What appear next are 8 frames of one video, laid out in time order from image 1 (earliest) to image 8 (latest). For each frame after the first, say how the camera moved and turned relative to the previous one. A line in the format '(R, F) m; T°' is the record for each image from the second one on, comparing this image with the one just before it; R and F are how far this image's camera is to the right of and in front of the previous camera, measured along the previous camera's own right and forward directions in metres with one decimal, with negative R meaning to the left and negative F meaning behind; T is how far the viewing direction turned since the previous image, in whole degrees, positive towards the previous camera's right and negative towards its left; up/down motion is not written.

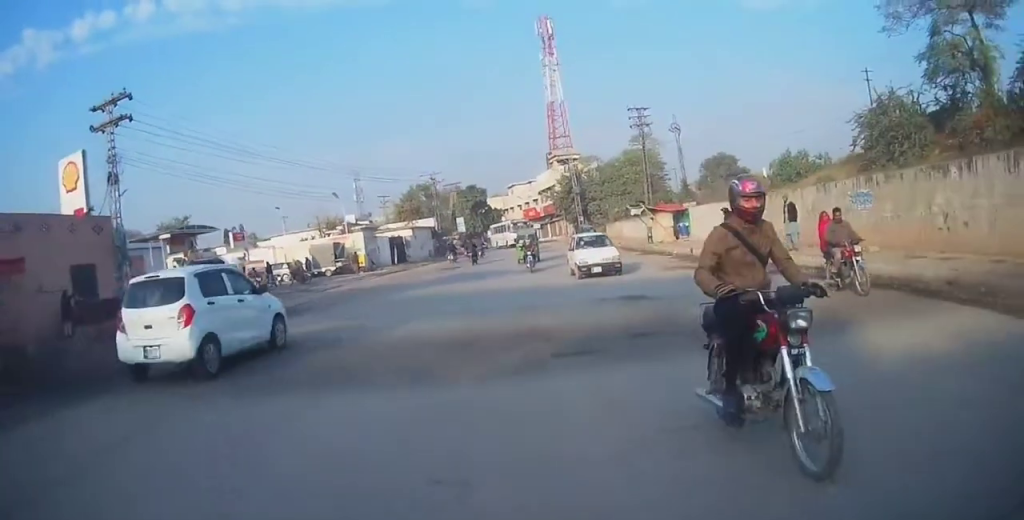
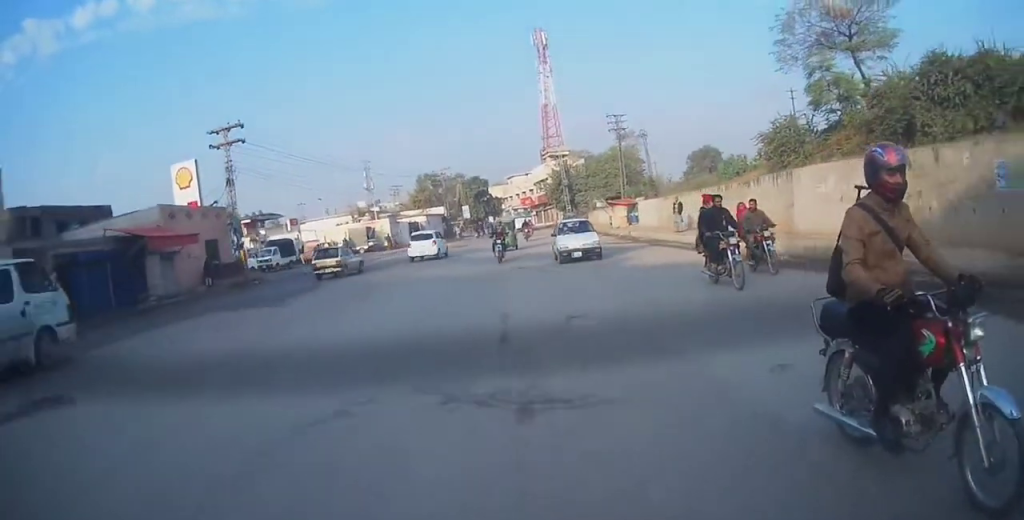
(-0.1, +12.6) m; -4°
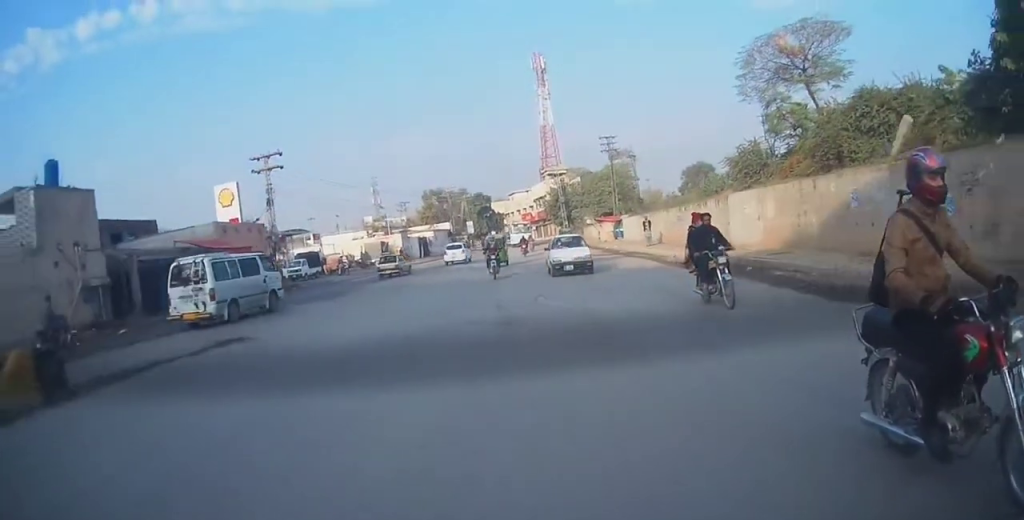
(-0.4, +6.0) m; -2°
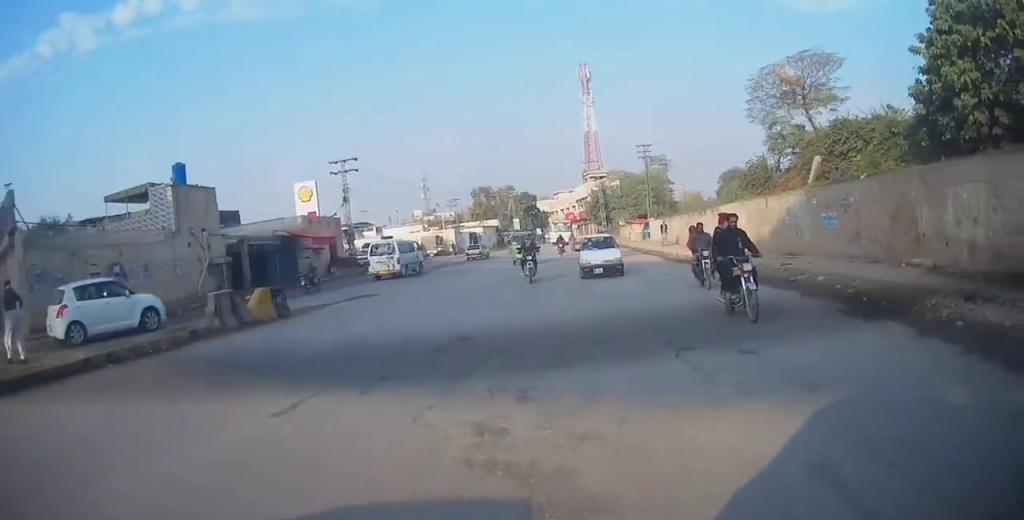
(+0.1, +7.1) m; -4°
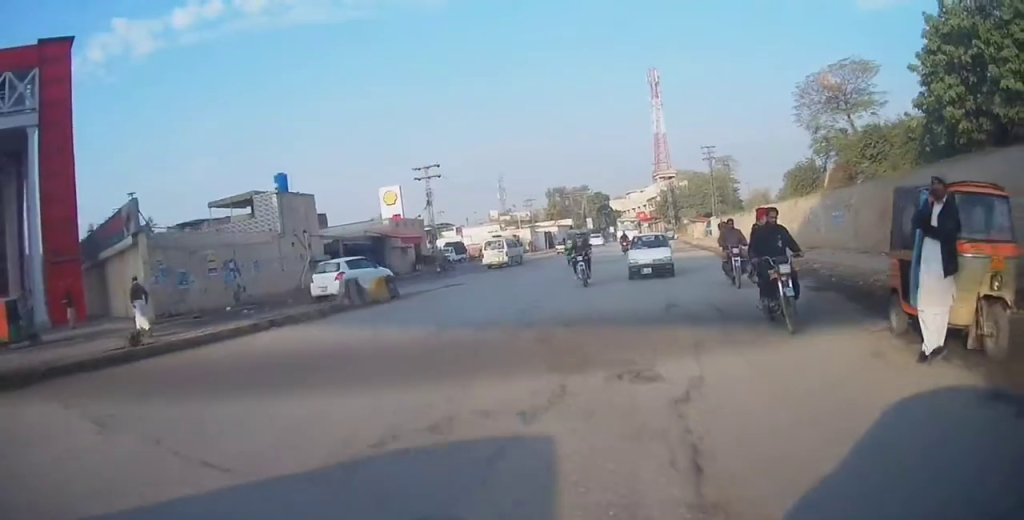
(-0.4, +3.9) m; -5°
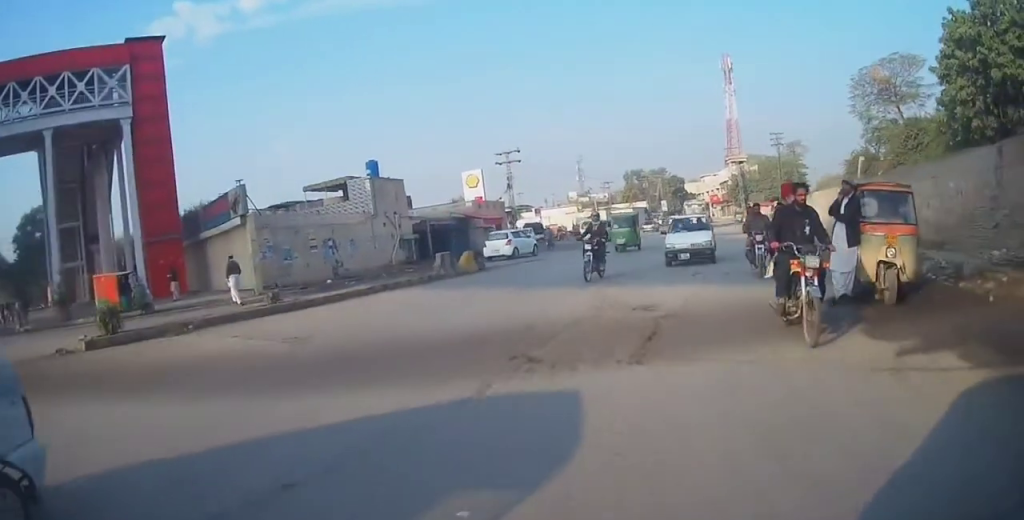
(-0.1, +3.4) m; -7°
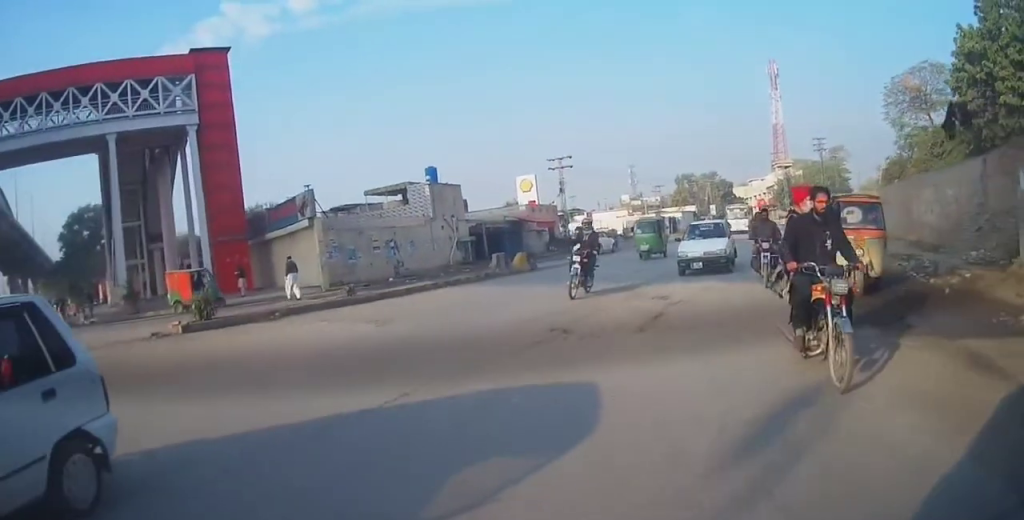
(-0.1, +2.3) m; -6°
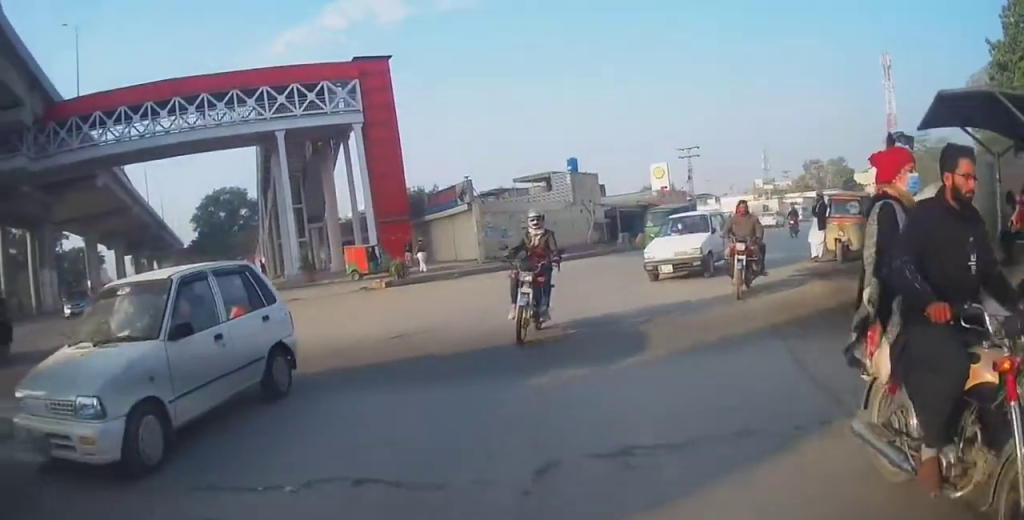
(-1.1, +6.5) m; -15°
